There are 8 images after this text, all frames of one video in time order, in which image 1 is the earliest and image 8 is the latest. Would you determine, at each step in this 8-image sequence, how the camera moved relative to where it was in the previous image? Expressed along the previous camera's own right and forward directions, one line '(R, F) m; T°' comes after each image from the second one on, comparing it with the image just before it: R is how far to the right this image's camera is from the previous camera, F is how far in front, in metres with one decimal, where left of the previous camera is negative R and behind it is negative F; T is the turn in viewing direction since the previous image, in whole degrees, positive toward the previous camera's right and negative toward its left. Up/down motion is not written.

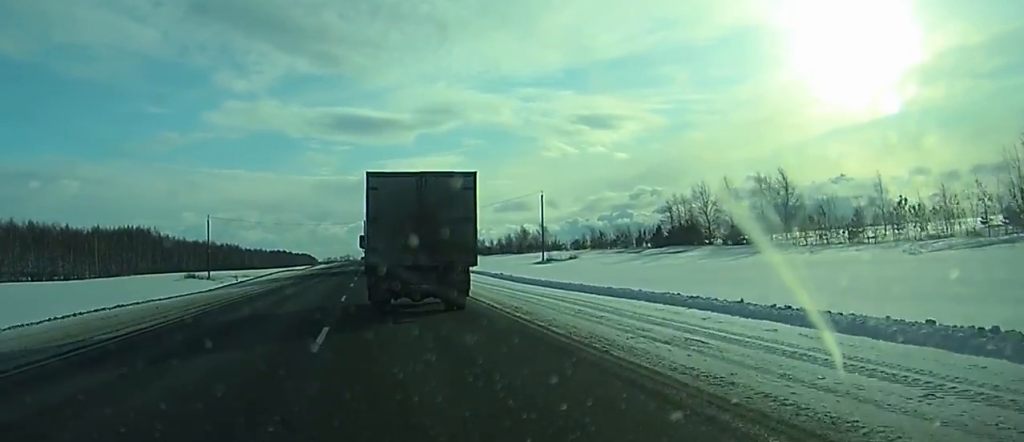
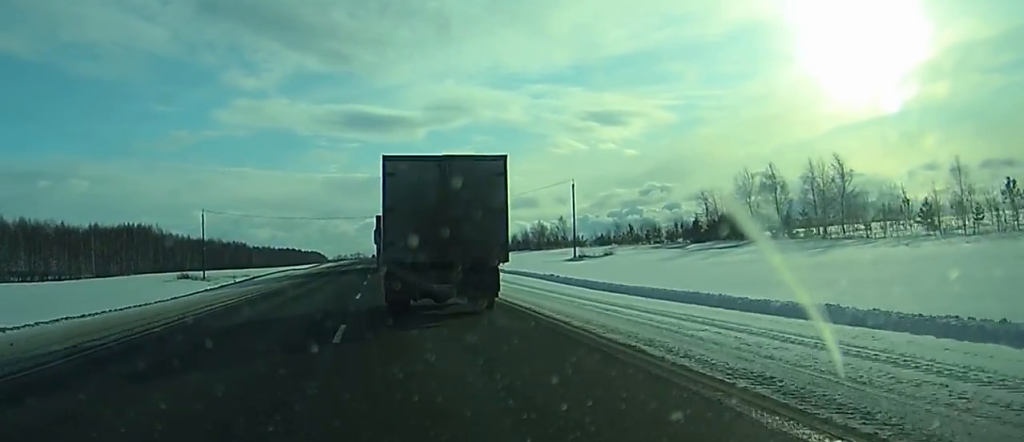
(+0.1, +12.2) m; 0°
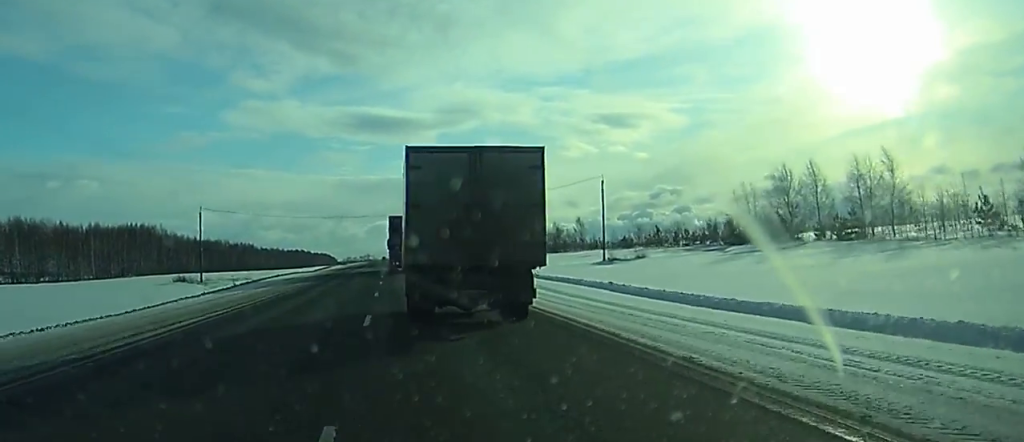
(0.0, +8.7) m; 0°
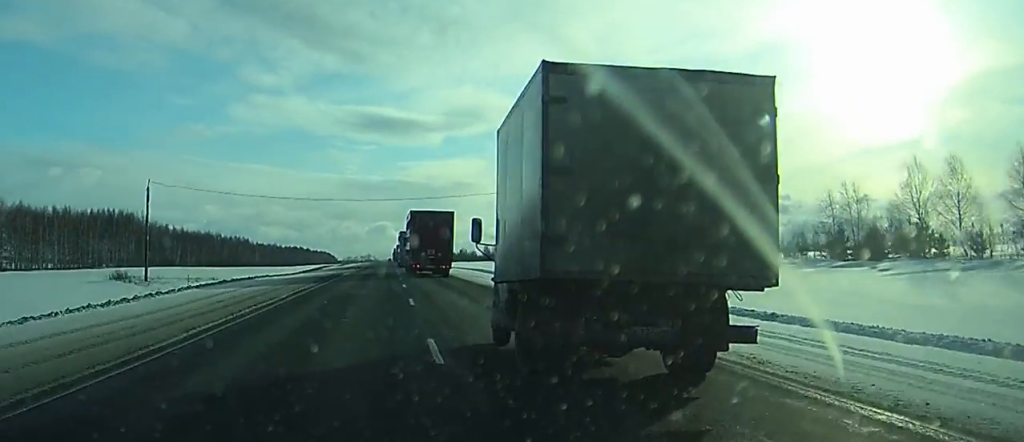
(-0.3, +28.5) m; -1°
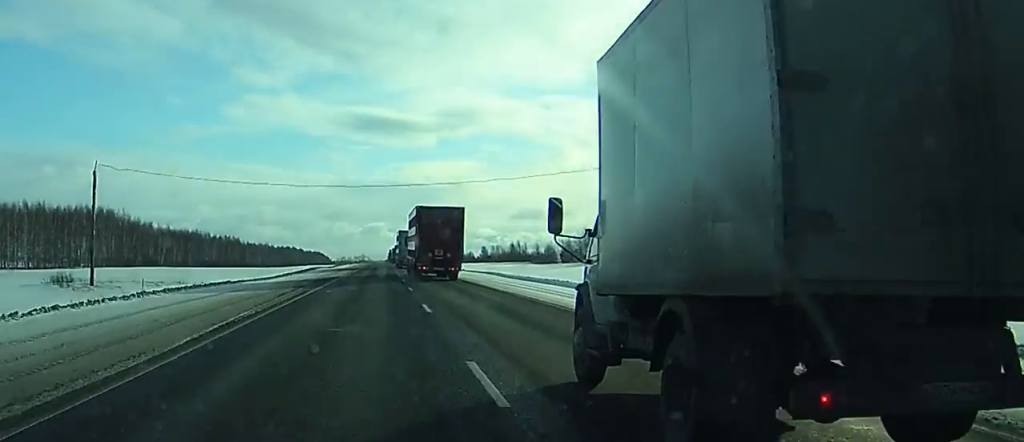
(-0.1, +14.6) m; 0°
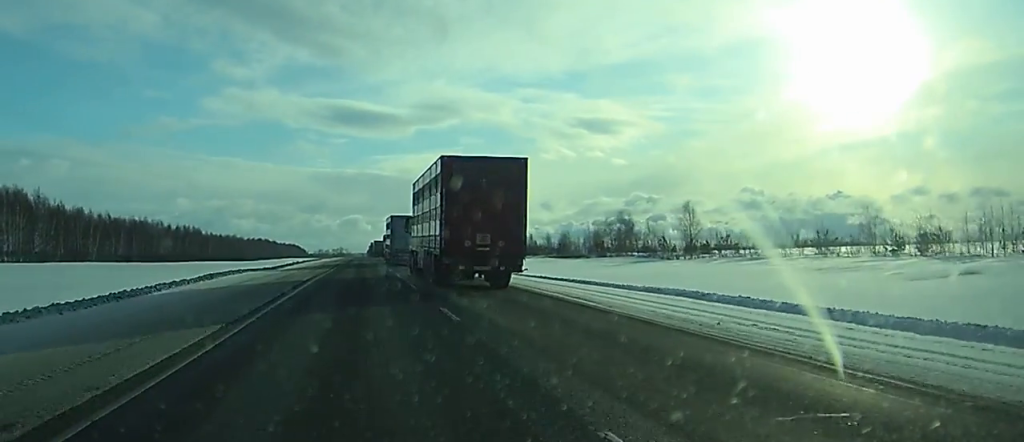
(+0.4, +51.4) m; +1°
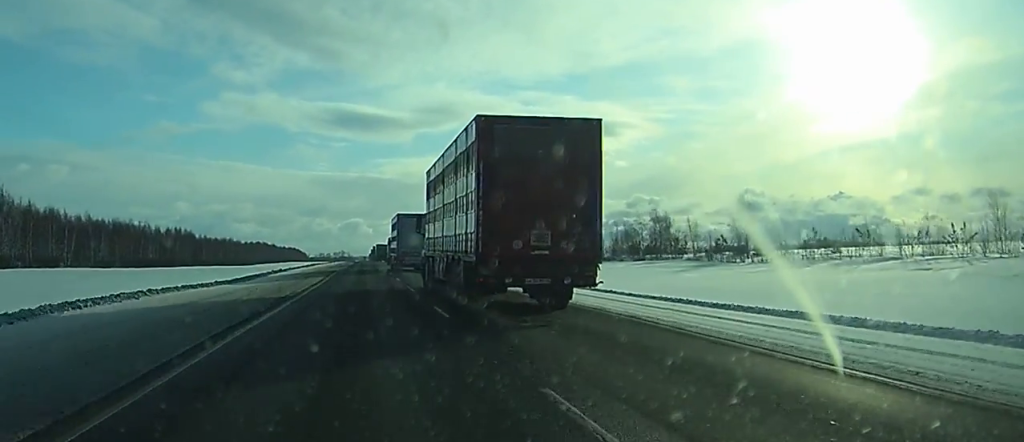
(+0.1, +22.8) m; 0°
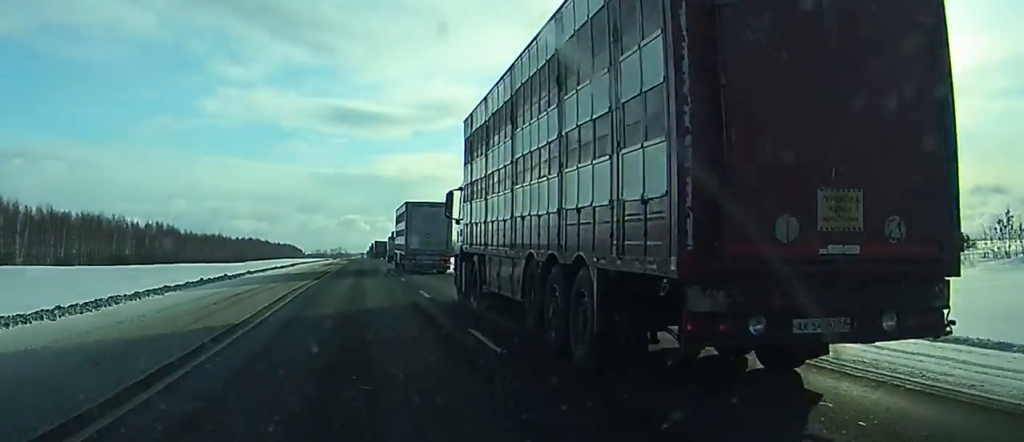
(+0.1, +31.3) m; 0°
